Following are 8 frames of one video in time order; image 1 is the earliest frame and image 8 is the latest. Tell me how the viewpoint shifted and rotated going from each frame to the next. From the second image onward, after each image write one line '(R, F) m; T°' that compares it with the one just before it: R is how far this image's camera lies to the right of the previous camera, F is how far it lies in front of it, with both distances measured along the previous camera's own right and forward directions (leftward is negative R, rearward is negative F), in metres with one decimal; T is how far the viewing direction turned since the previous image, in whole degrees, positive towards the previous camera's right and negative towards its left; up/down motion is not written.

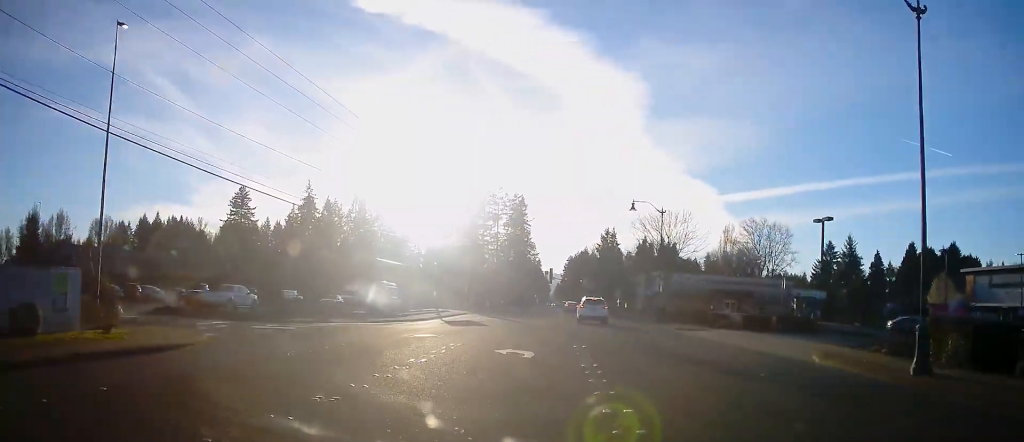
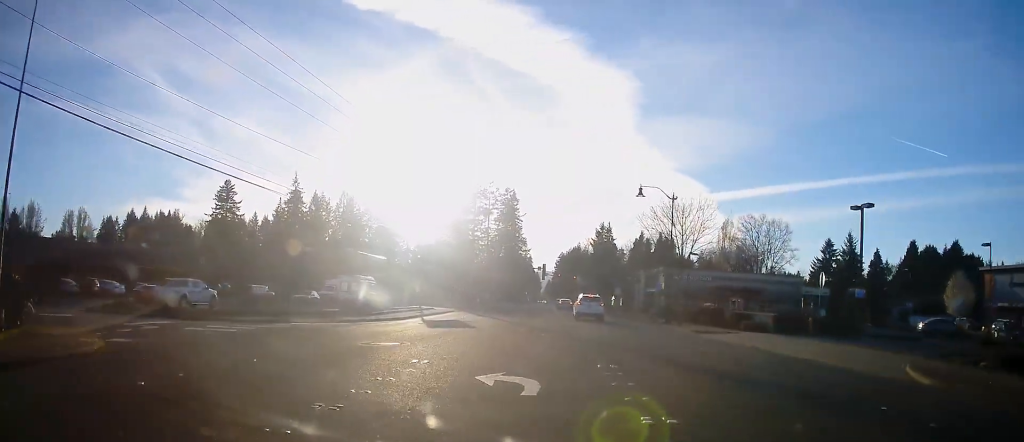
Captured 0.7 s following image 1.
(+0.2, +4.2) m; +2°
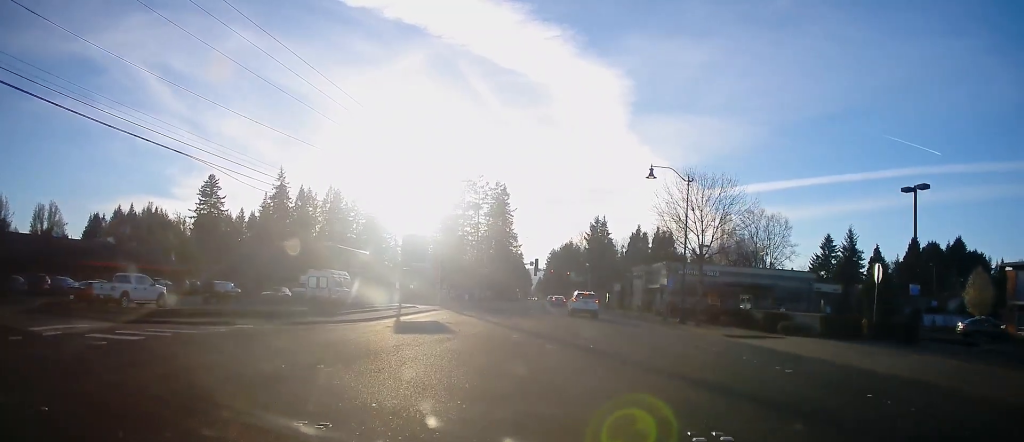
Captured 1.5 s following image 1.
(0.0, +4.1) m; -6°
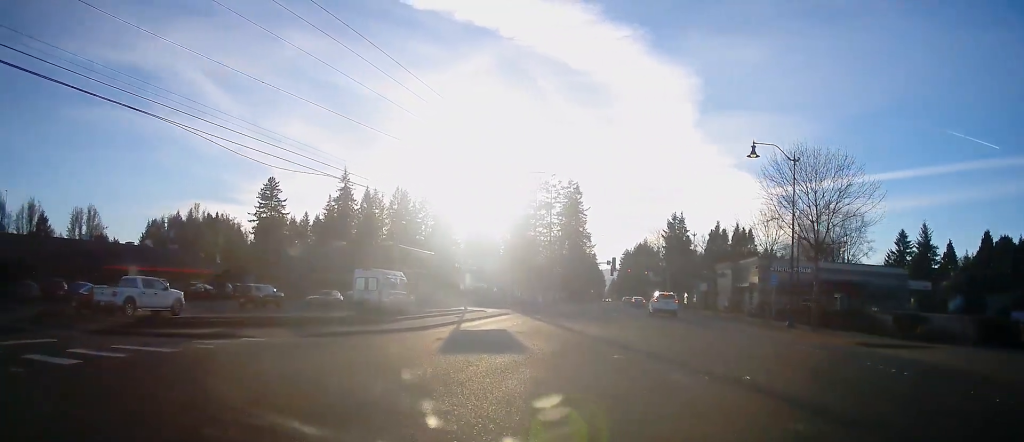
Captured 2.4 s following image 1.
(-0.5, +5.9) m; -10°
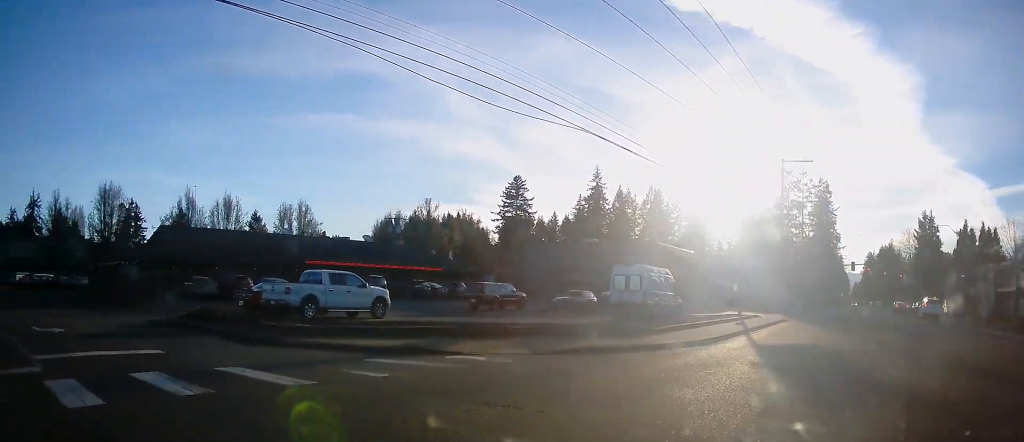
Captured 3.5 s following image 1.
(-0.7, +7.1) m; -17°
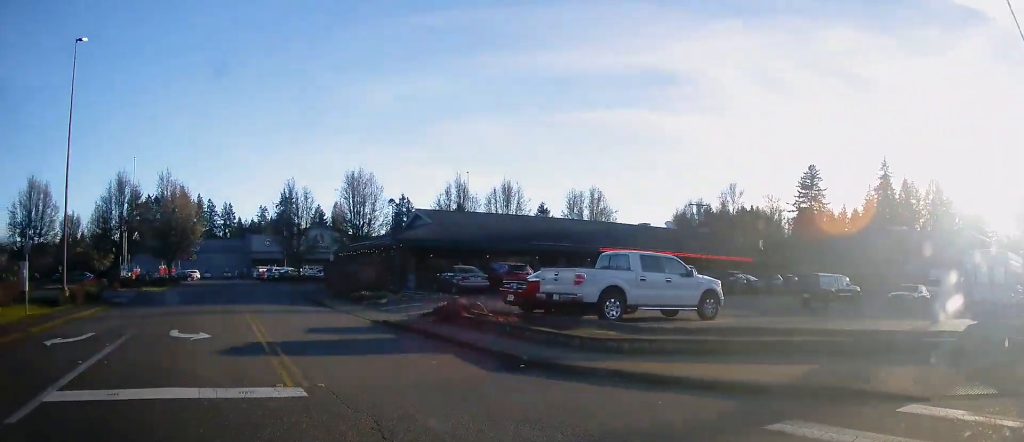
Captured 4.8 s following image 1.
(-1.7, +7.5) m; -25°
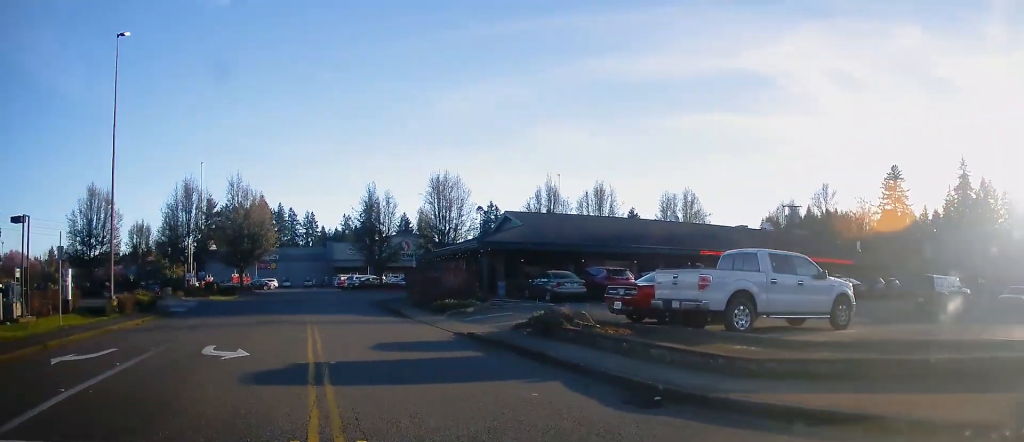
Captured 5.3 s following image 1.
(-0.4, +2.7) m; -7°
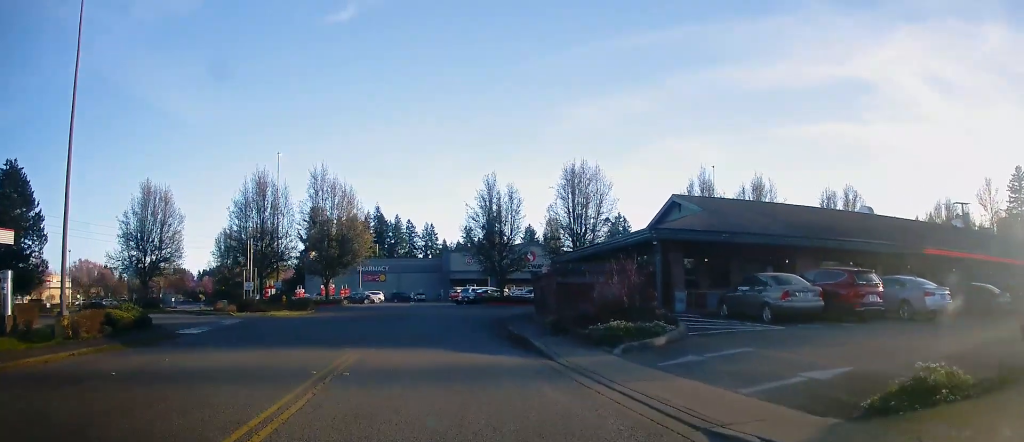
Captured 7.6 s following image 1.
(-2.7, +10.7) m; -17°
